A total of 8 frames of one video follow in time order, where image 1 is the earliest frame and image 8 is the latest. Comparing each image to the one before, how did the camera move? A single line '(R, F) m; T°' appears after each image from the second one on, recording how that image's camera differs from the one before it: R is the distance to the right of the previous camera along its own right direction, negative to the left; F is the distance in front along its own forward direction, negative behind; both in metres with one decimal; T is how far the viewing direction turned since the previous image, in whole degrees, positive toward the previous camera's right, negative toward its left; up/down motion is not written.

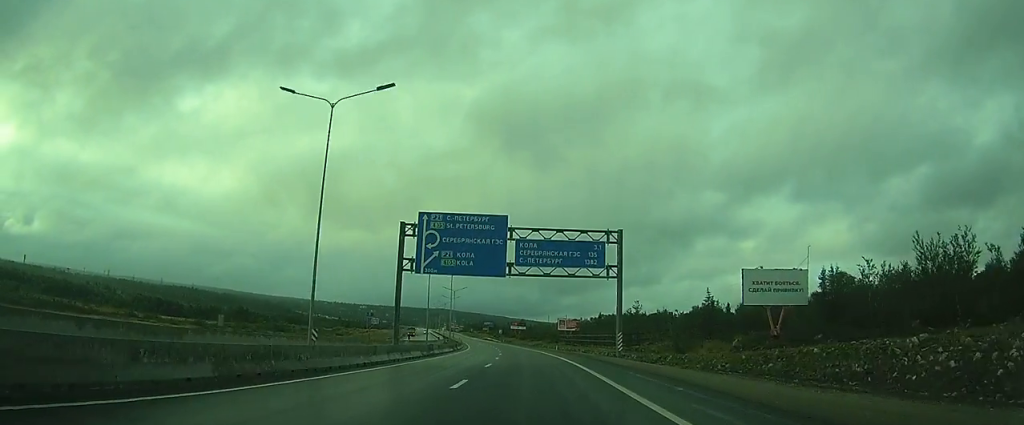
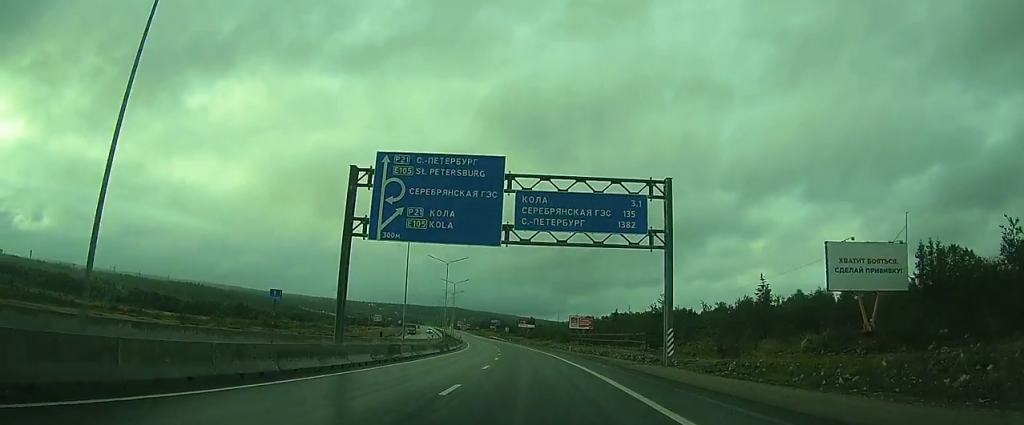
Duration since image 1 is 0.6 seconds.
(0.0, +14.0) m; 0°
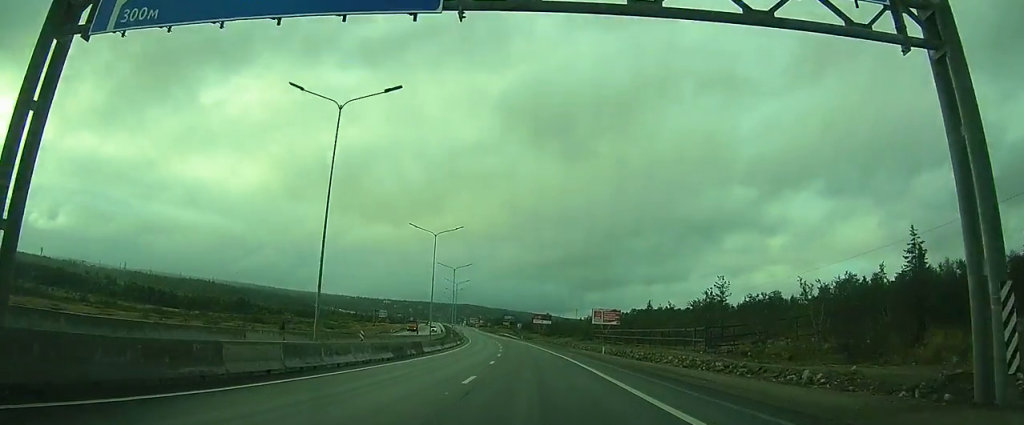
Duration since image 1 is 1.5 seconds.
(0.0, +21.0) m; 0°
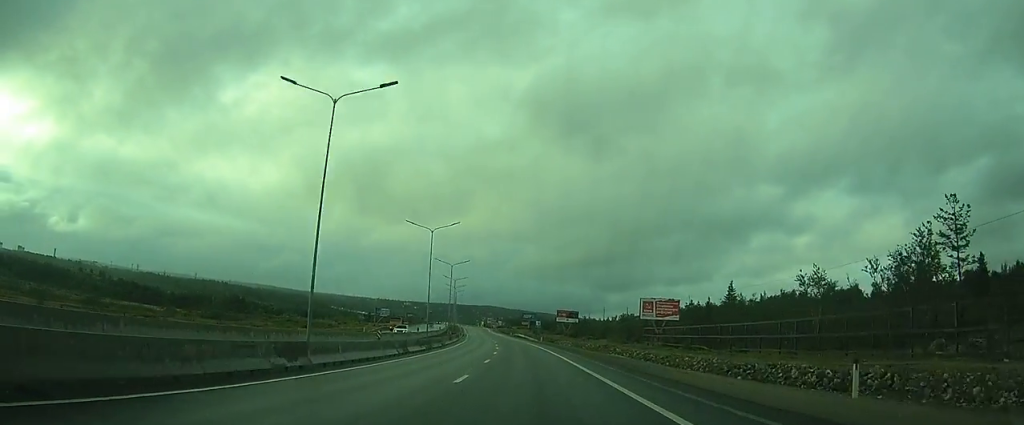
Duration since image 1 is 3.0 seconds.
(0.0, +36.0) m; 0°
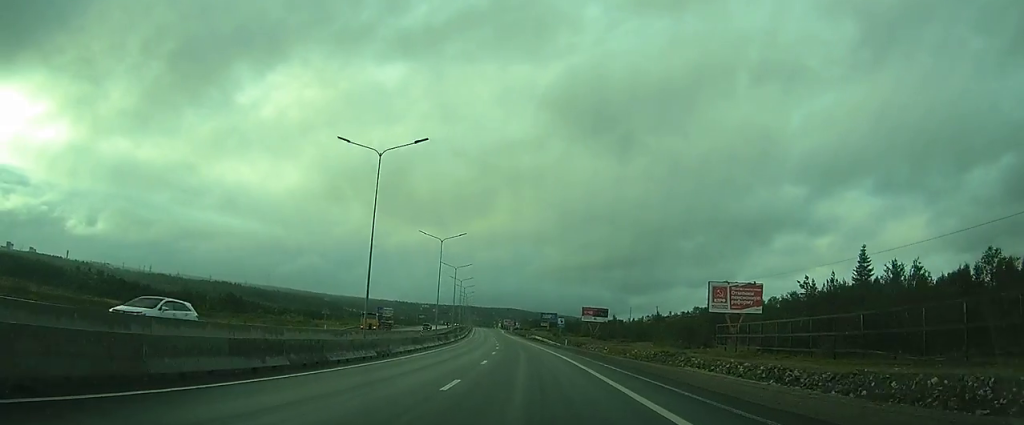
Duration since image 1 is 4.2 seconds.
(0.0, +26.8) m; -2°
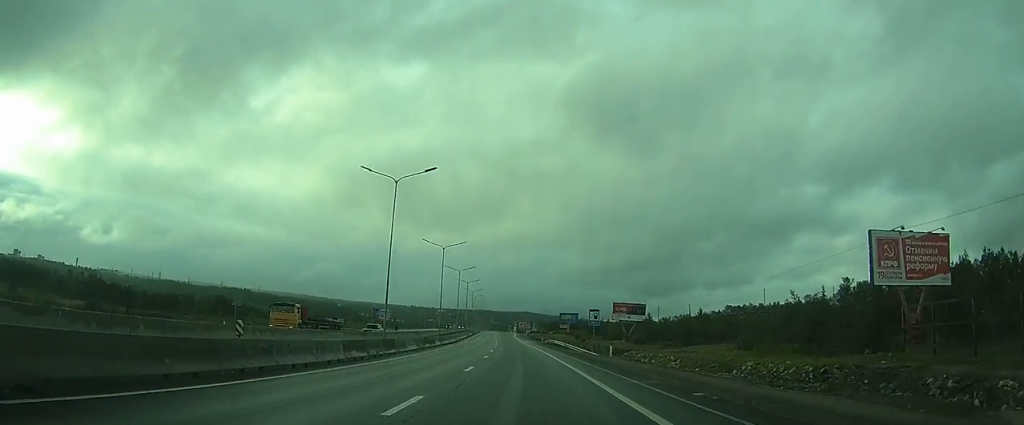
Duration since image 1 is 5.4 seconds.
(-1.3, +28.6) m; -4°
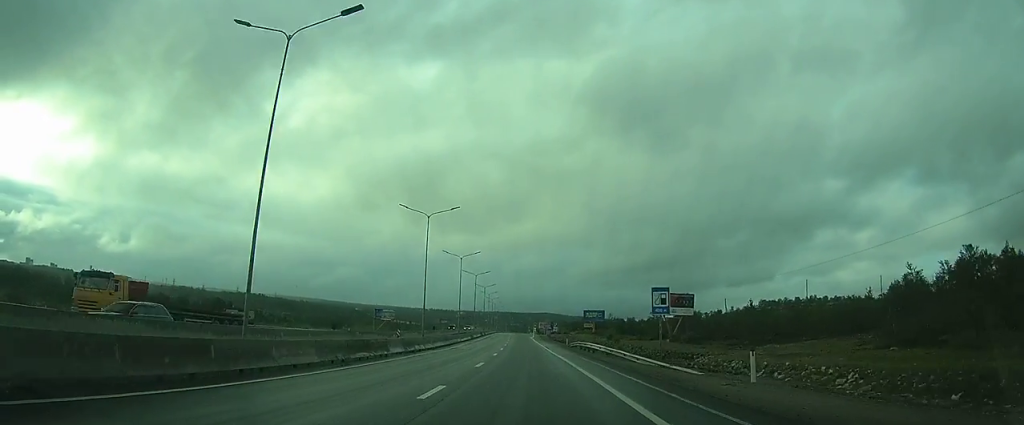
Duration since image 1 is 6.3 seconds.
(-0.3, +21.7) m; -1°
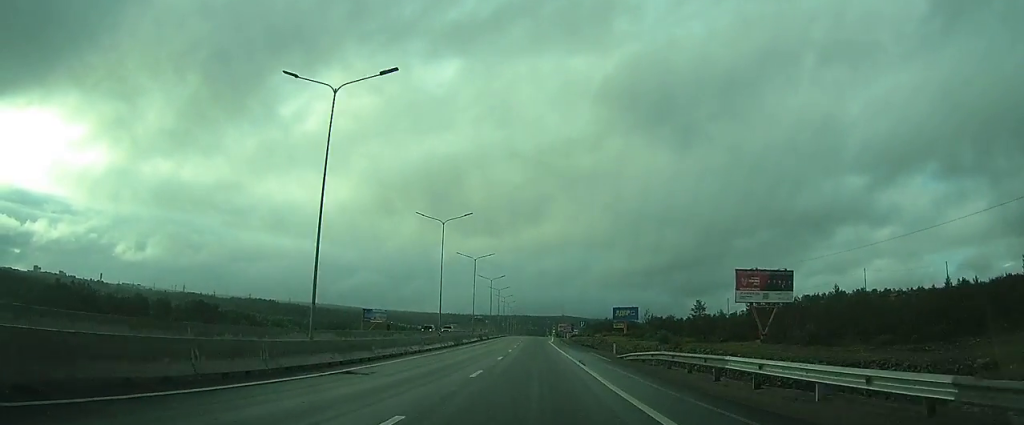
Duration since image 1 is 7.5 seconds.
(0.0, +29.9) m; 0°
